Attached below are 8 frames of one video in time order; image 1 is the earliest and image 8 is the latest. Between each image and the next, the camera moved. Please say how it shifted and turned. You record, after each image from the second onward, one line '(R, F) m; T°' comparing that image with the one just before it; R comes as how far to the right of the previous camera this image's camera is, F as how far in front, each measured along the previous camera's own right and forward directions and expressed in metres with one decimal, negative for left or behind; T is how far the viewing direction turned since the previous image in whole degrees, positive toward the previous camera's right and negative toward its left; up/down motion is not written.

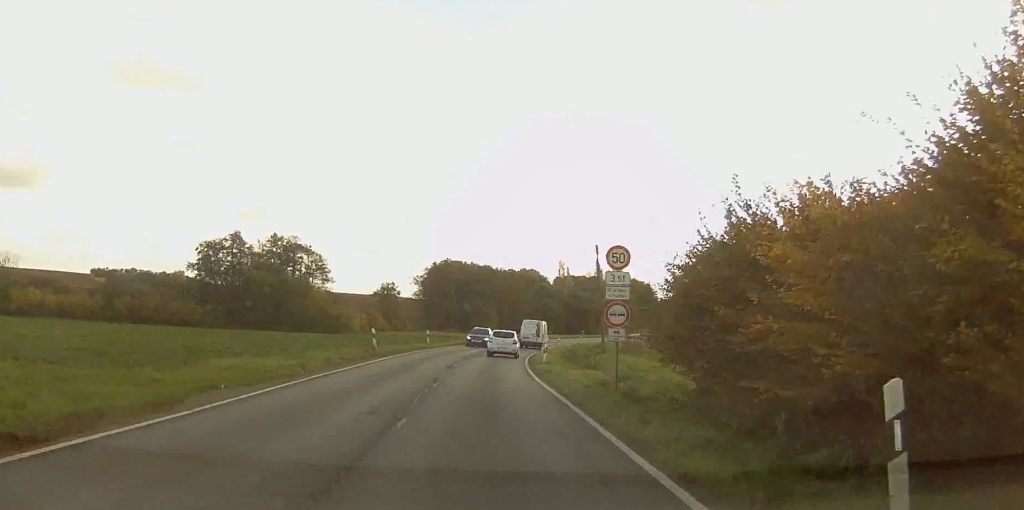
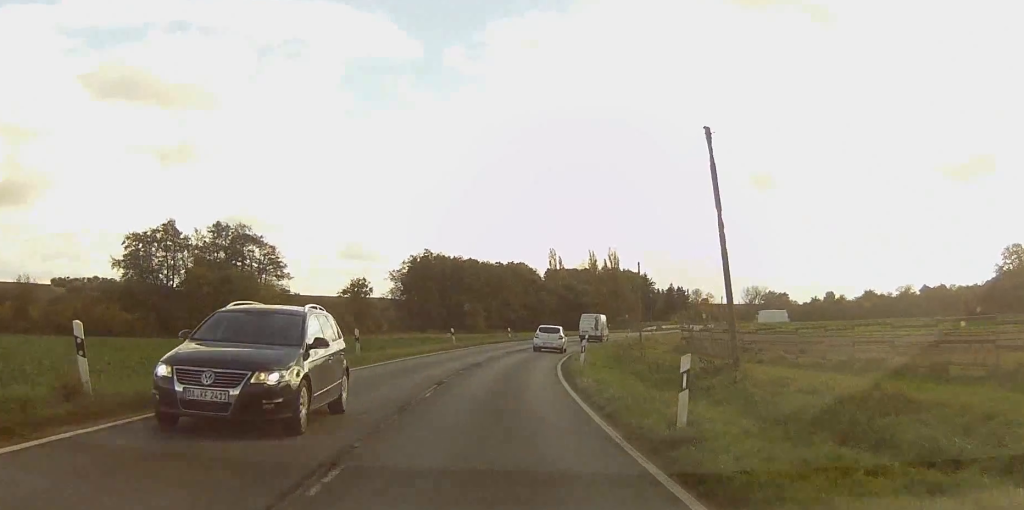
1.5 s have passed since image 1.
(-0.3, +29.1) m; 0°
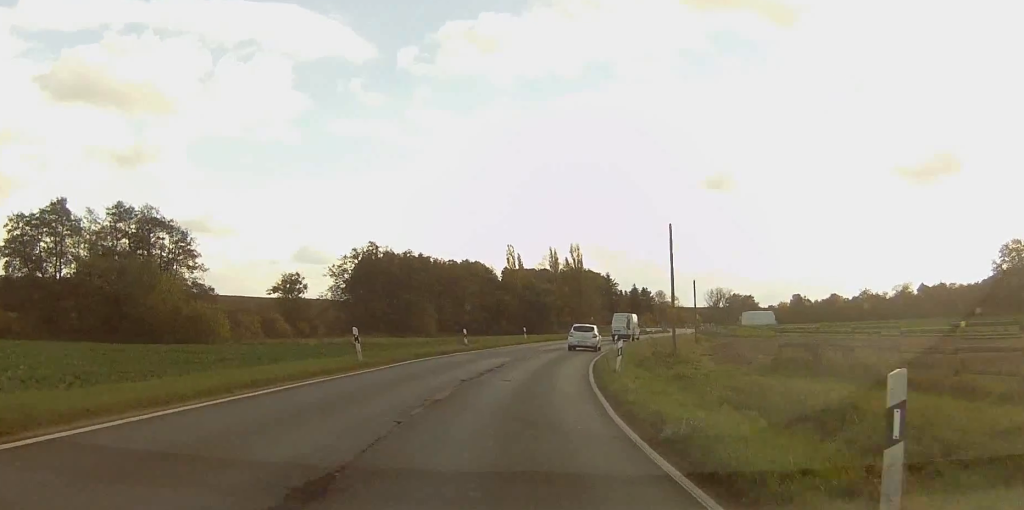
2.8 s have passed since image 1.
(+0.3, +24.5) m; +2°
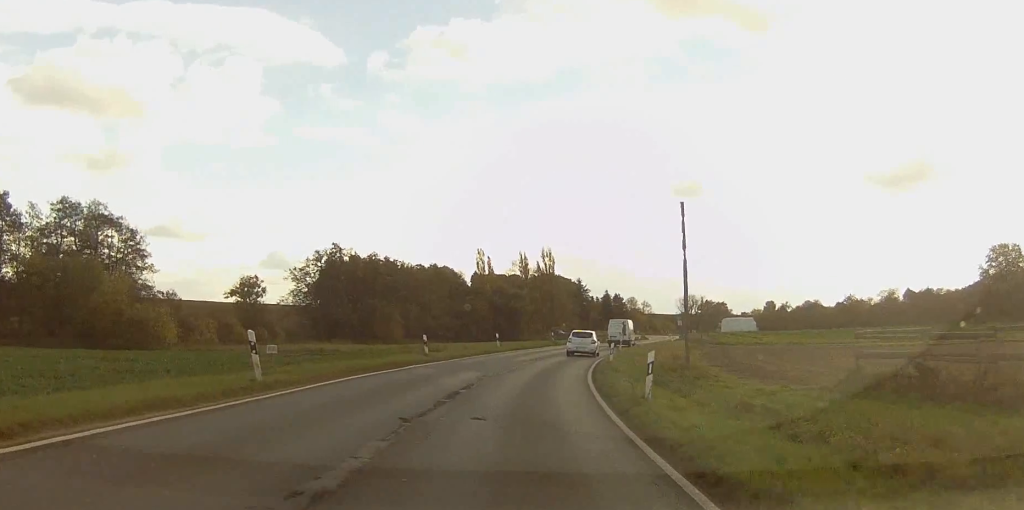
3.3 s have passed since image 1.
(+0.2, +8.8) m; +1°
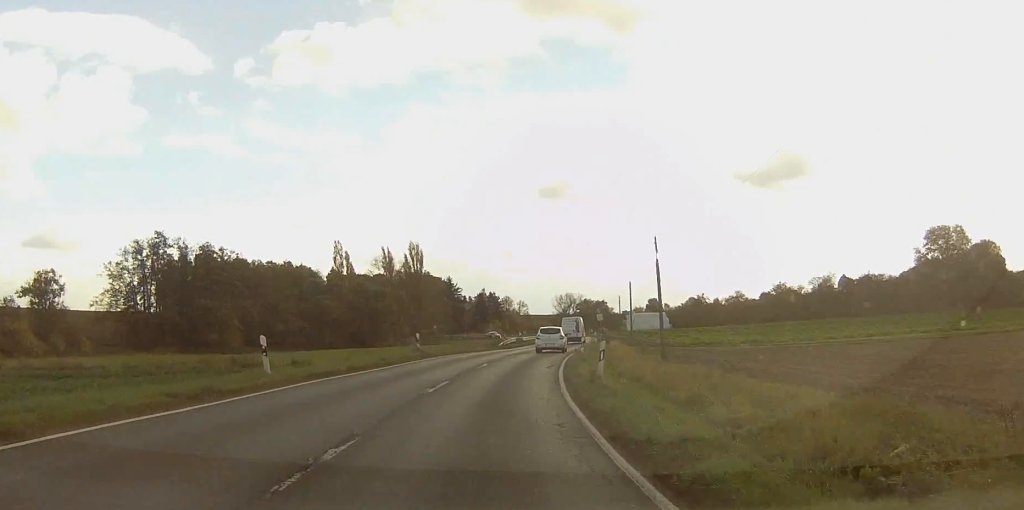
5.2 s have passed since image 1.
(+1.9, +35.7) m; +8°
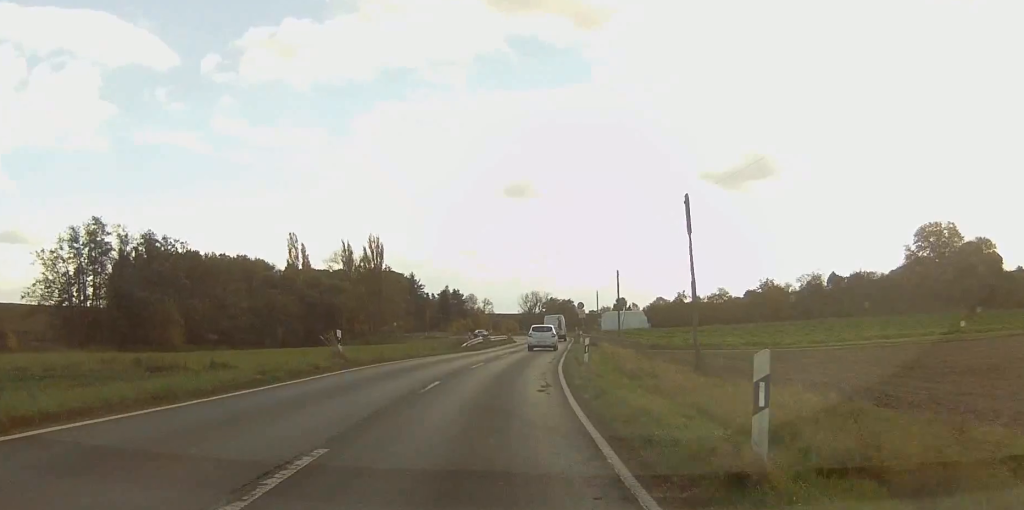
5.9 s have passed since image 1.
(+0.5, +13.7) m; +3°
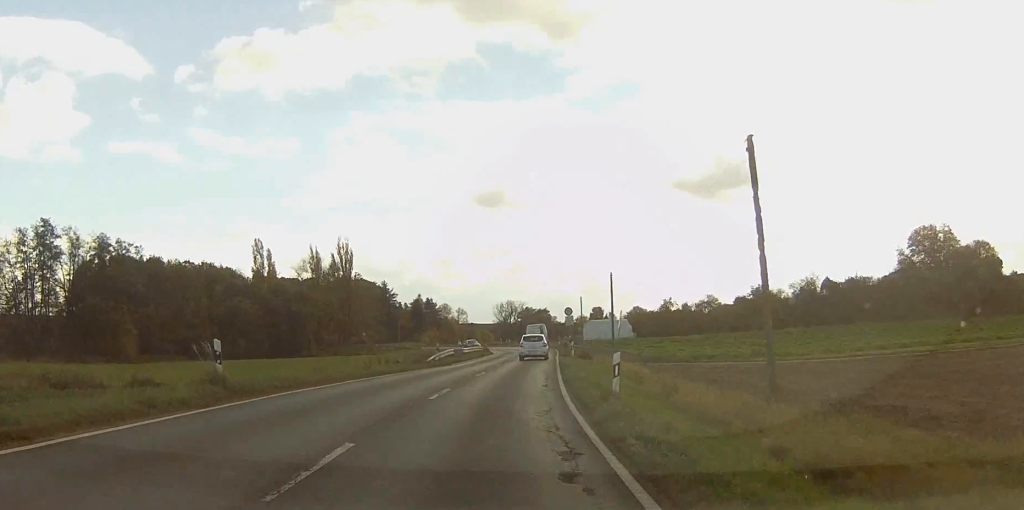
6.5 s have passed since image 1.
(+0.2, +10.5) m; +1°
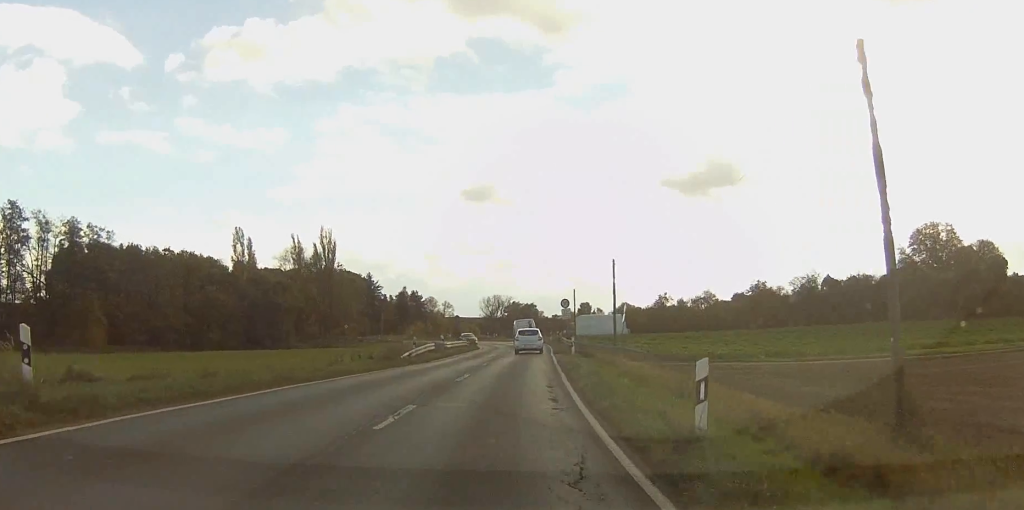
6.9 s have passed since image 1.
(0.0, +7.3) m; +1°
